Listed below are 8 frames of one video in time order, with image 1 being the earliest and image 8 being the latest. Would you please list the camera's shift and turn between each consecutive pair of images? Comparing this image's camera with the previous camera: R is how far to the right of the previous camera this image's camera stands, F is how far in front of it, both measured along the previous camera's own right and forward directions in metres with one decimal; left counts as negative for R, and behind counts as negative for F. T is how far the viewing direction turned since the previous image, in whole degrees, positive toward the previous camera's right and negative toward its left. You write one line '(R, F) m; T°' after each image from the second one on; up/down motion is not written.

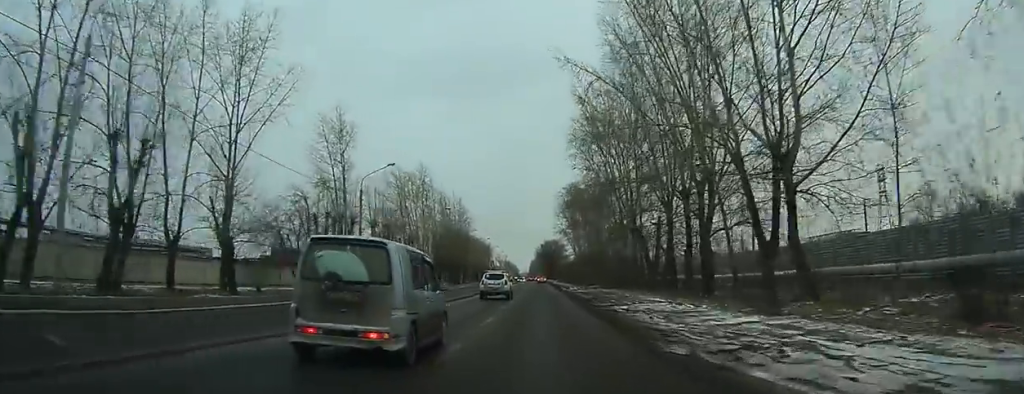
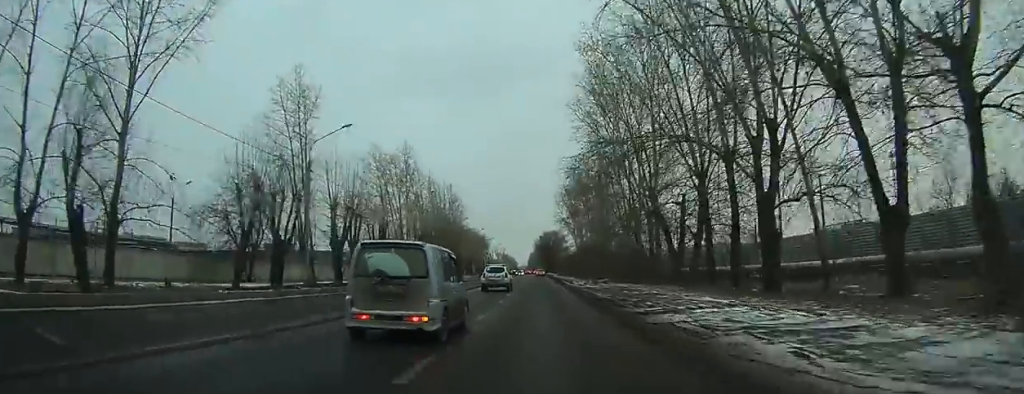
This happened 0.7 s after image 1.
(0.0, +10.7) m; 0°
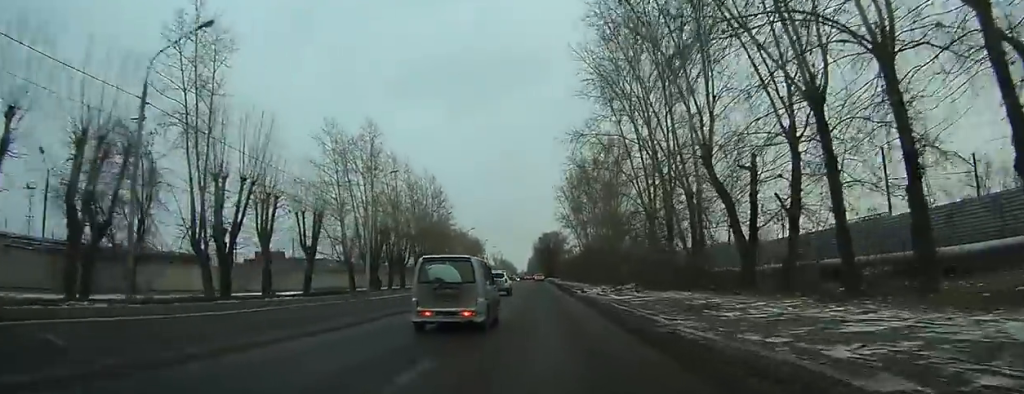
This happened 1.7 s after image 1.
(+0.1, +16.6) m; 0°
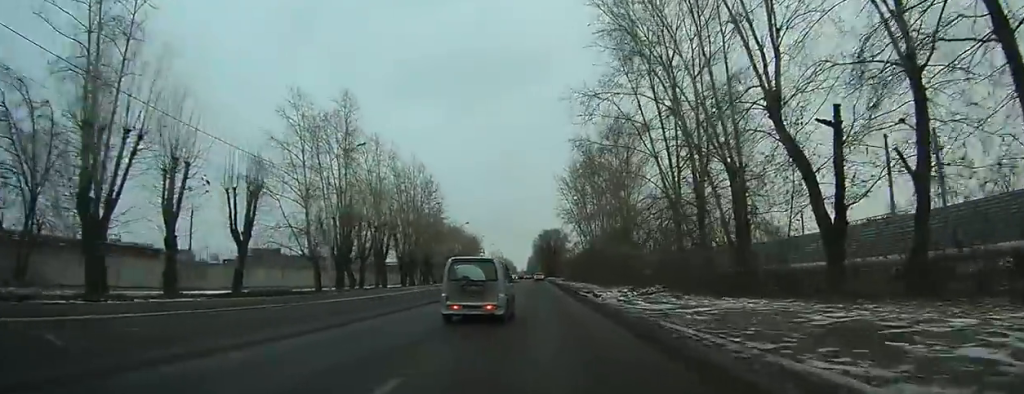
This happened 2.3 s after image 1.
(0.0, +9.6) m; -1°
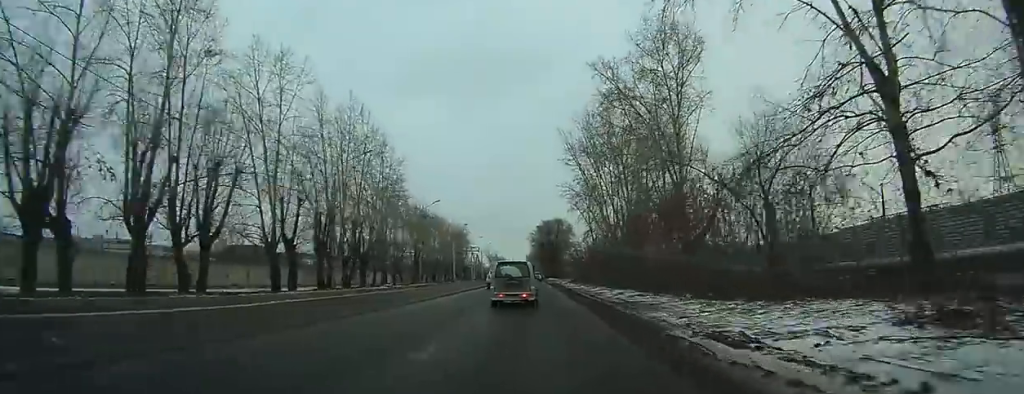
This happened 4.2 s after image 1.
(-0.1, +29.6) m; 0°
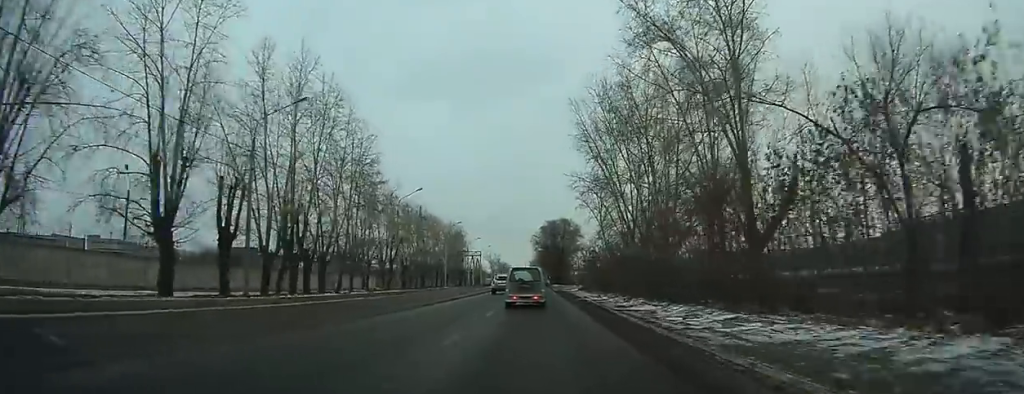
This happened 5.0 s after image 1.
(-0.1, +13.6) m; -1°
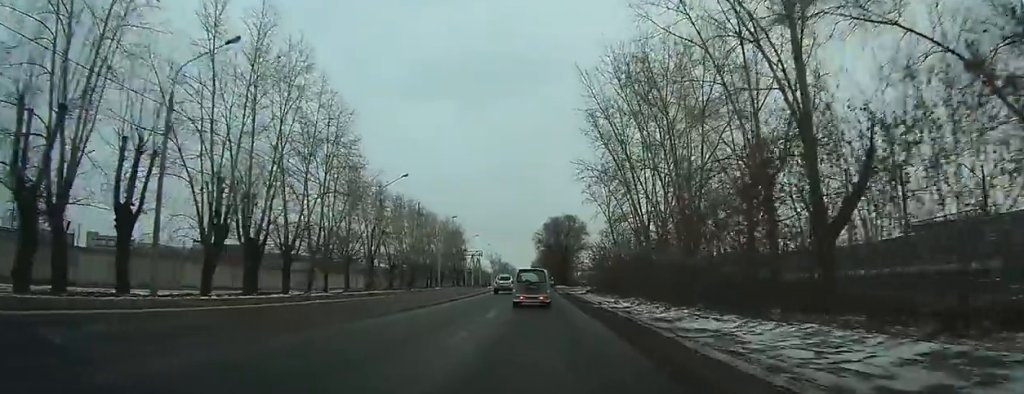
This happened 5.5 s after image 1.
(0.0, +7.8) m; -1°
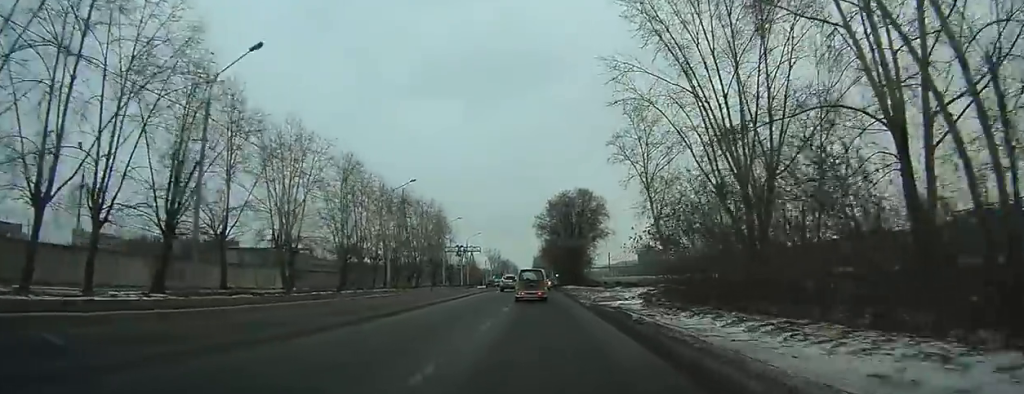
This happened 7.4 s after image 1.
(-0.2, +29.5) m; 0°
